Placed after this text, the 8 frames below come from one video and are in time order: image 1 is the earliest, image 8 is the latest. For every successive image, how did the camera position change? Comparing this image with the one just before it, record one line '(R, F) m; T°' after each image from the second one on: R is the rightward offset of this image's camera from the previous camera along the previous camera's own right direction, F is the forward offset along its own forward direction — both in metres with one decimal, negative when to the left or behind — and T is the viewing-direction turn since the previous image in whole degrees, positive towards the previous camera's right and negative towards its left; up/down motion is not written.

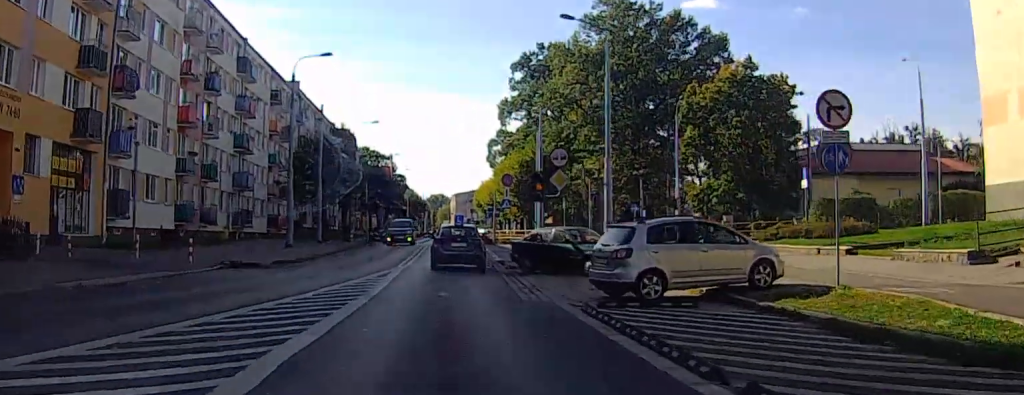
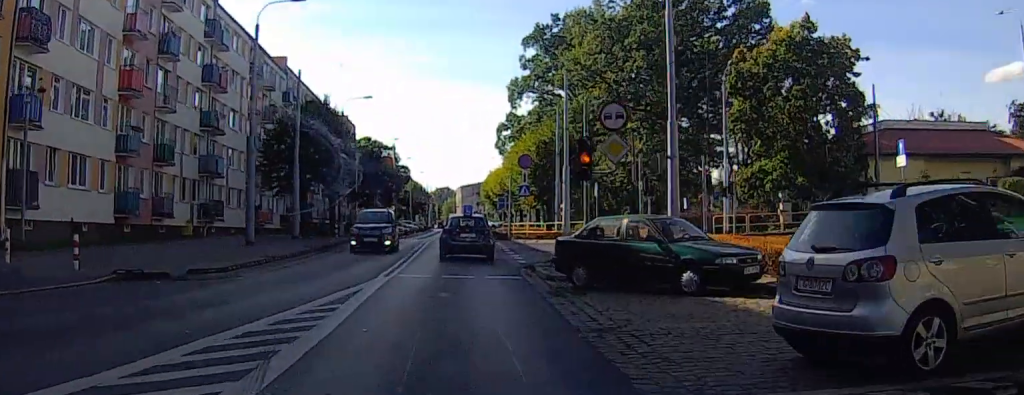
(-0.1, +9.6) m; 0°
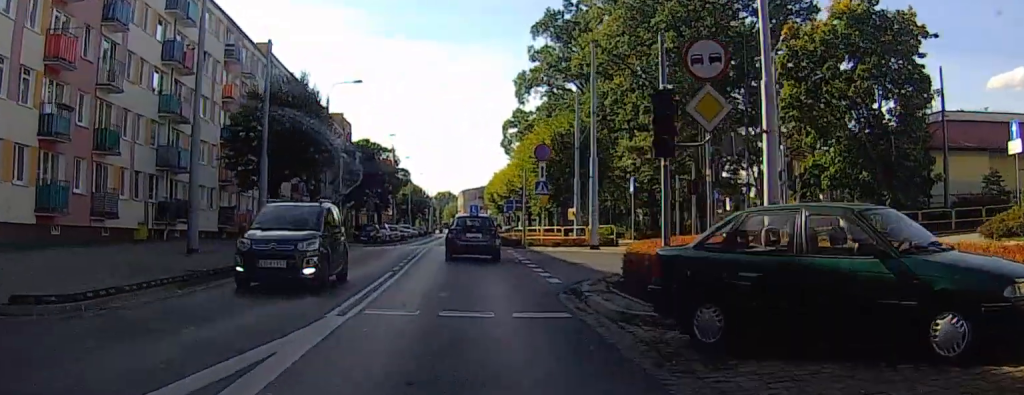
(0.0, +7.9) m; +1°
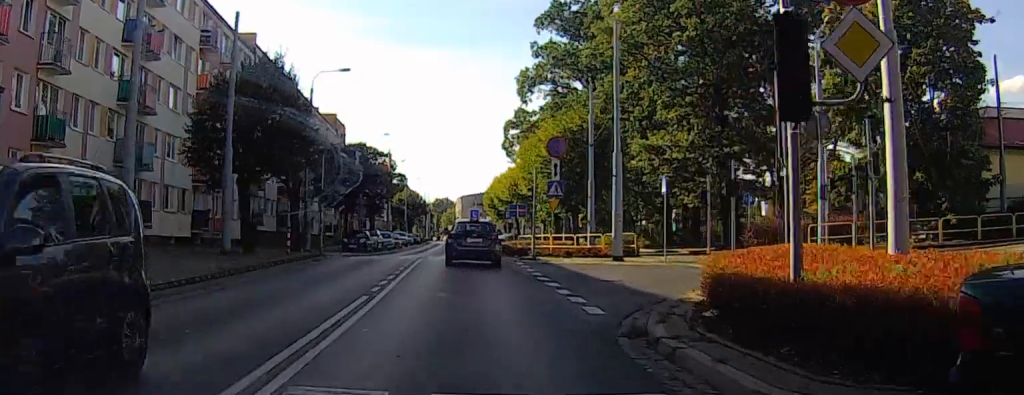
(+0.1, +5.6) m; 0°
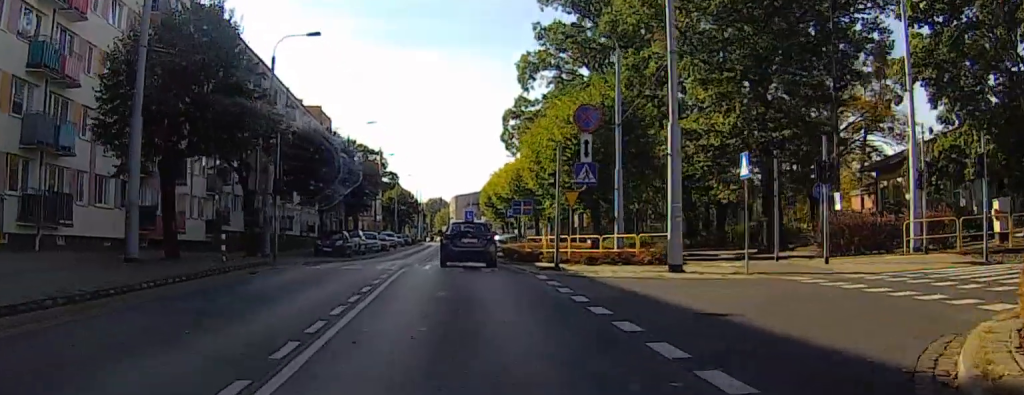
(-0.1, +8.8) m; 0°
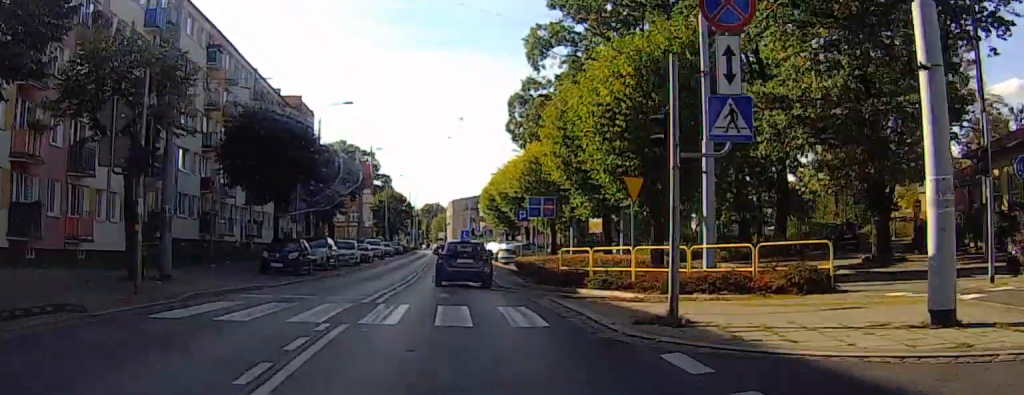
(+0.1, +13.1) m; +1°
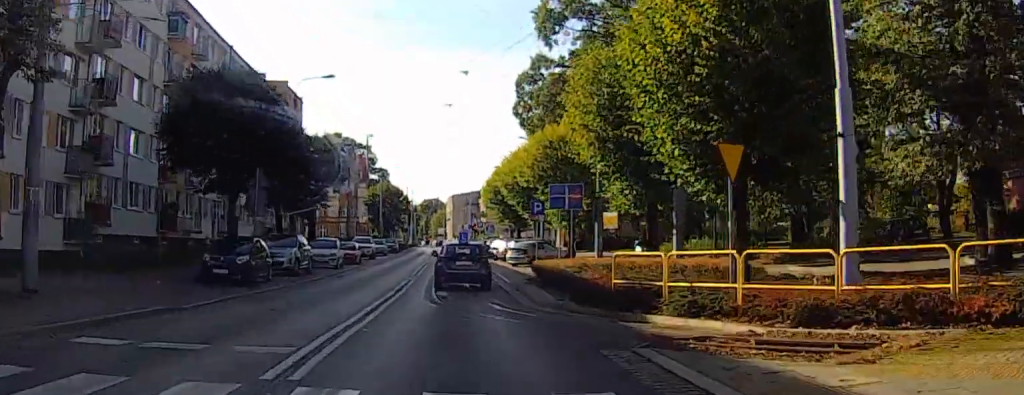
(0.0, +8.6) m; 0°
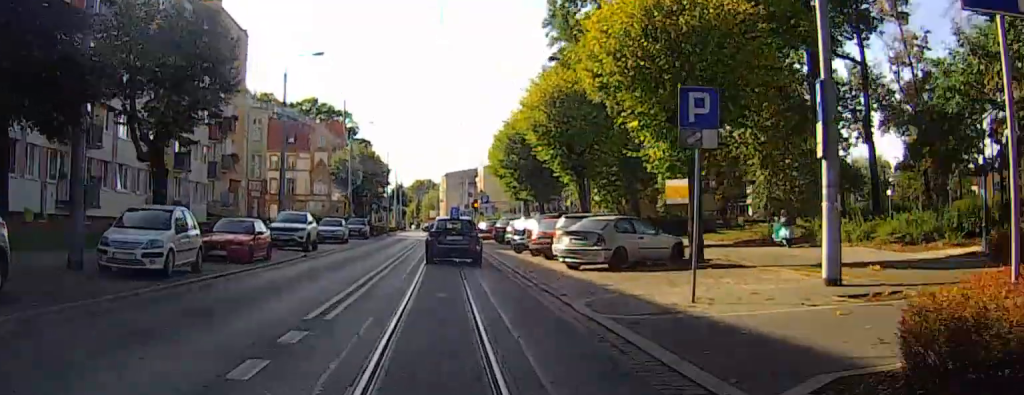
(+0.1, +26.7) m; +1°
